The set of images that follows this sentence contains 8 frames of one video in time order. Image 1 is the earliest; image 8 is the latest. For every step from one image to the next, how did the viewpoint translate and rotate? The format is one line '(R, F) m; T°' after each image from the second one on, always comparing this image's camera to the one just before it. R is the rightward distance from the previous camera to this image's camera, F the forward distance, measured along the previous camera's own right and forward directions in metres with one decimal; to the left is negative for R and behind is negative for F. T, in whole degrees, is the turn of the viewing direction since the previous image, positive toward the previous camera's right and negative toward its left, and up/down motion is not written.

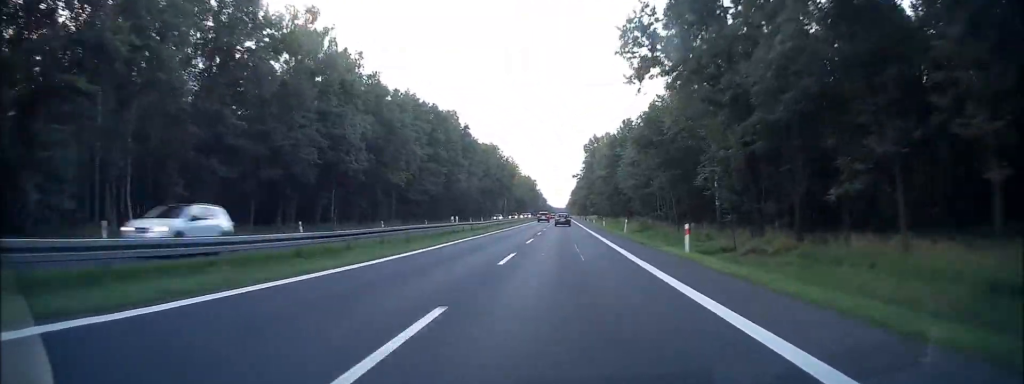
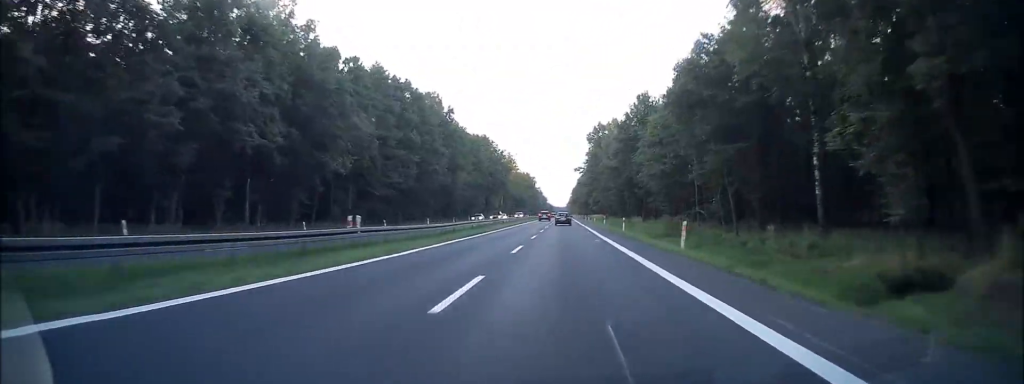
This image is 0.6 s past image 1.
(0.0, +19.6) m; 0°
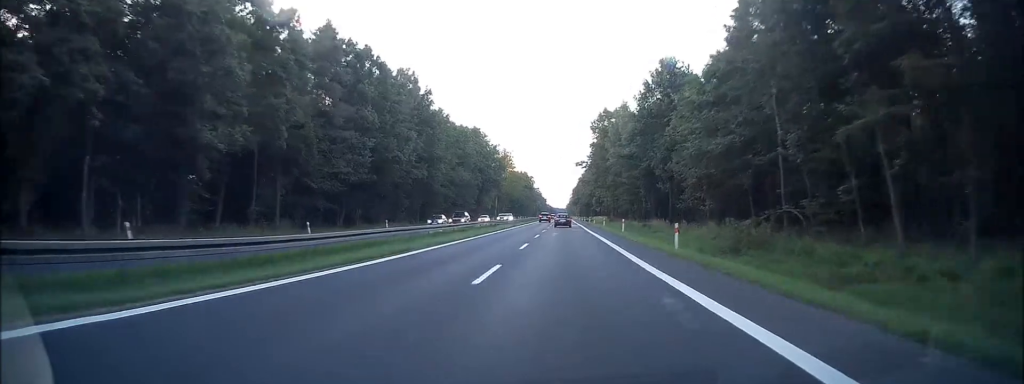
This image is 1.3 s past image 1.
(0.0, +19.6) m; 0°
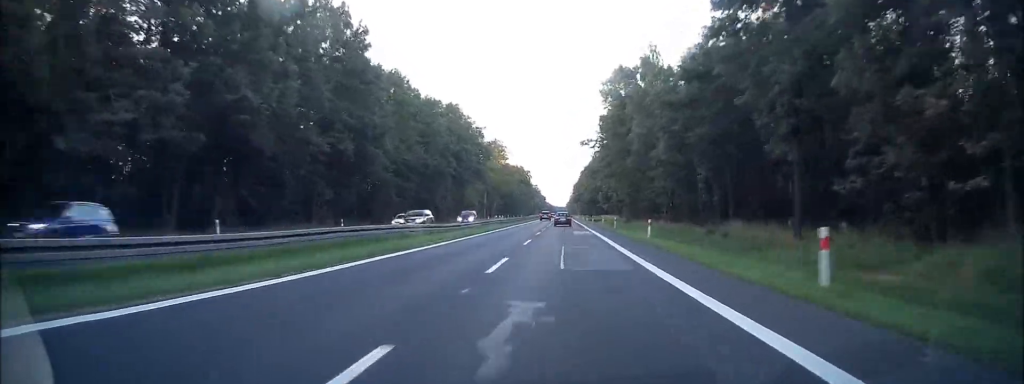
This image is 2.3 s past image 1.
(0.0, +33.0) m; 0°
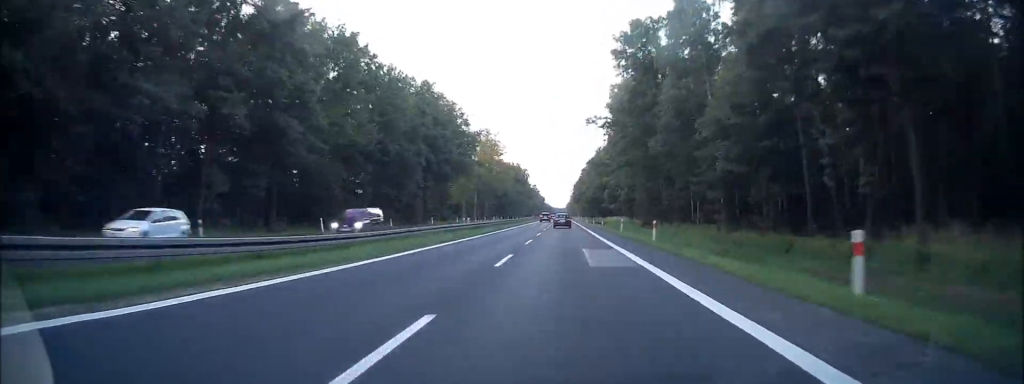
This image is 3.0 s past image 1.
(0.0, +21.6) m; 0°
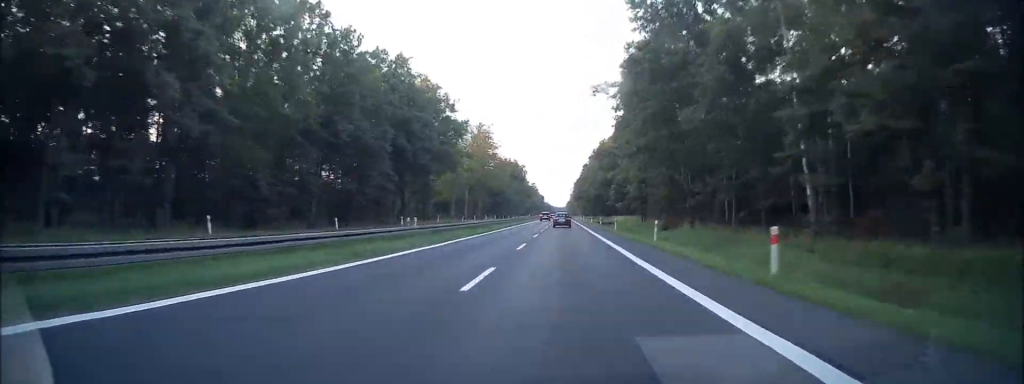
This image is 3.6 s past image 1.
(+0.1, +16.4) m; 0°
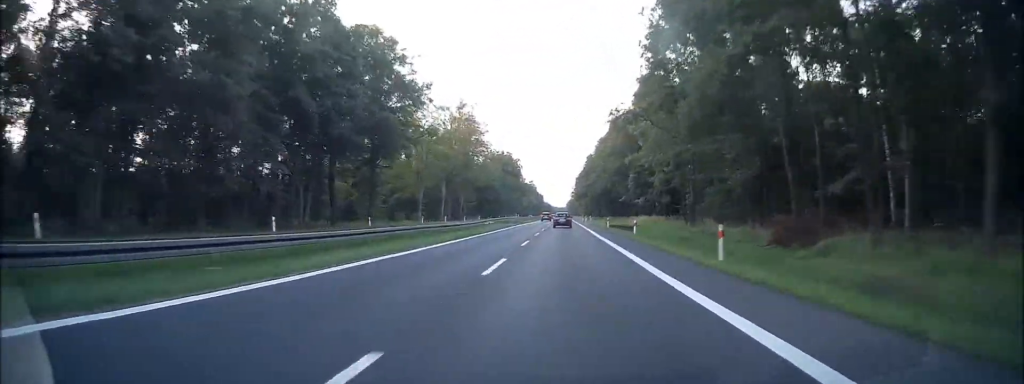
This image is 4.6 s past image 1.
(-0.1, +32.6) m; 0°
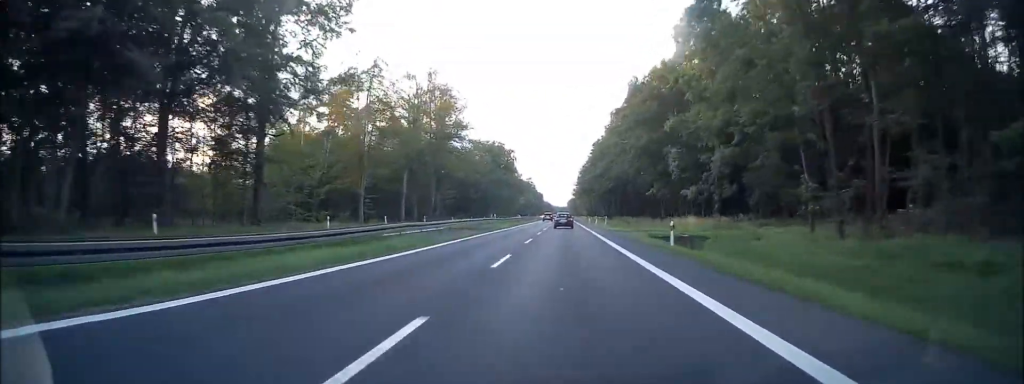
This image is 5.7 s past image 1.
(0.0, +33.3) m; 0°
